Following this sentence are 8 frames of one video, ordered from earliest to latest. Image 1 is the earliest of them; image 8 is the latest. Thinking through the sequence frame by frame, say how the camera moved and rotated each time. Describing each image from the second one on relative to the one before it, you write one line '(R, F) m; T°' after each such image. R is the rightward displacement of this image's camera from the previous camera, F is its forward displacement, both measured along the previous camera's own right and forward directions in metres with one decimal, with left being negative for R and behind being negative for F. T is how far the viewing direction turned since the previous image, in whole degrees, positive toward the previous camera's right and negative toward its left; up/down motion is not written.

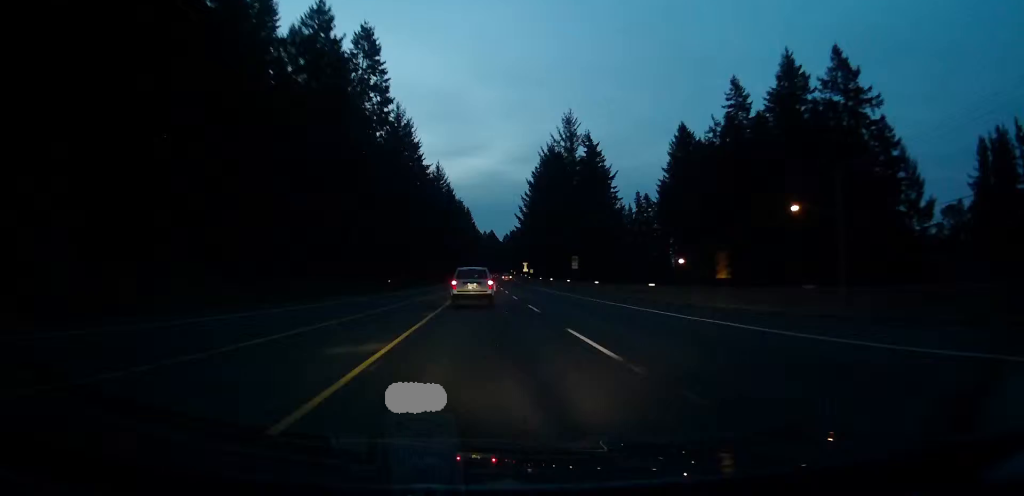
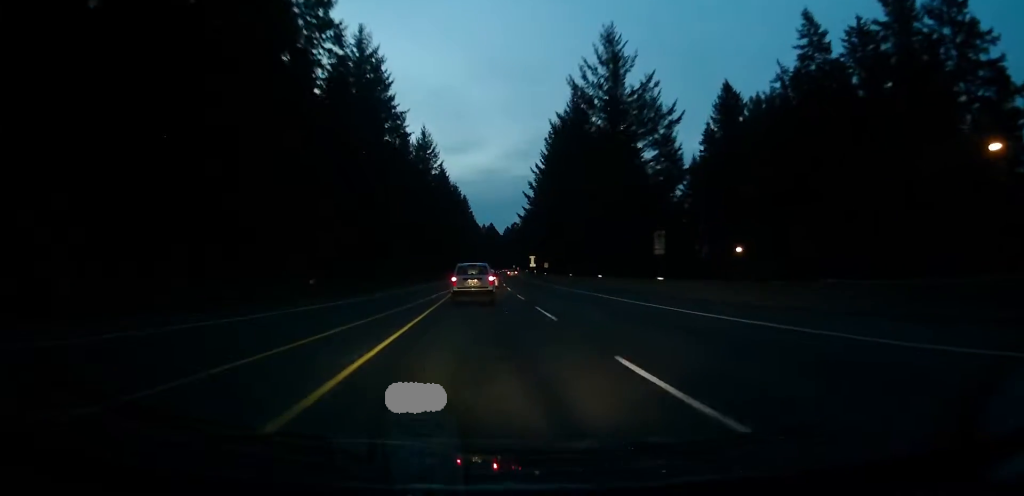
(+0.3, +31.5) m; +1°
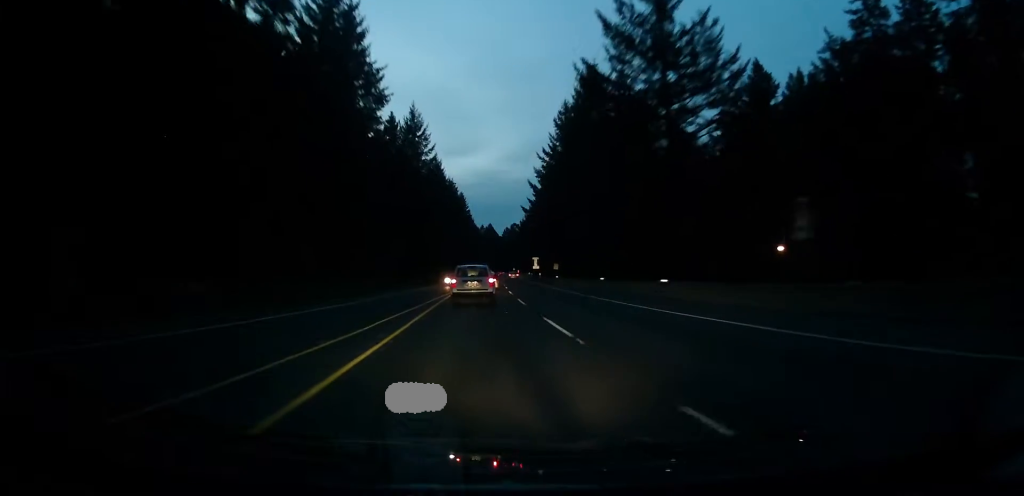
(+0.1, +16.2) m; 0°
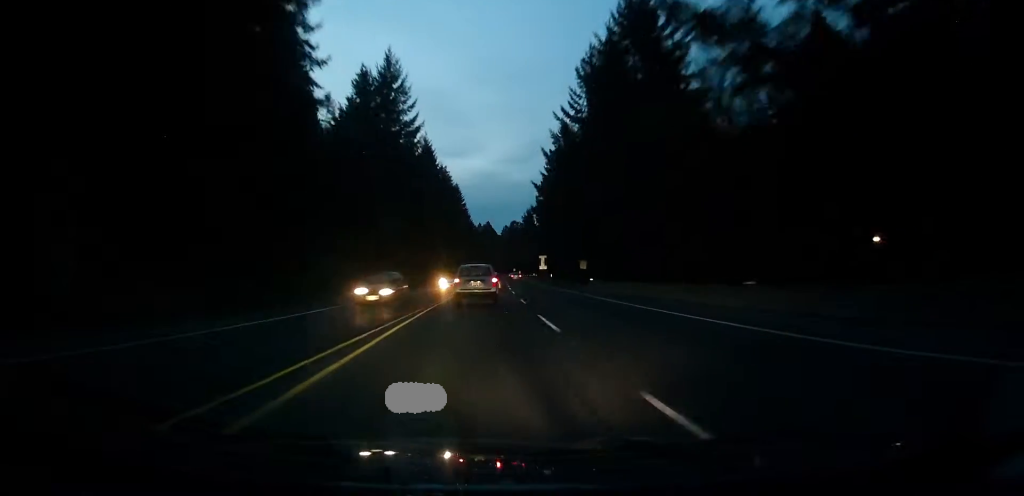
(0.0, +25.0) m; 0°
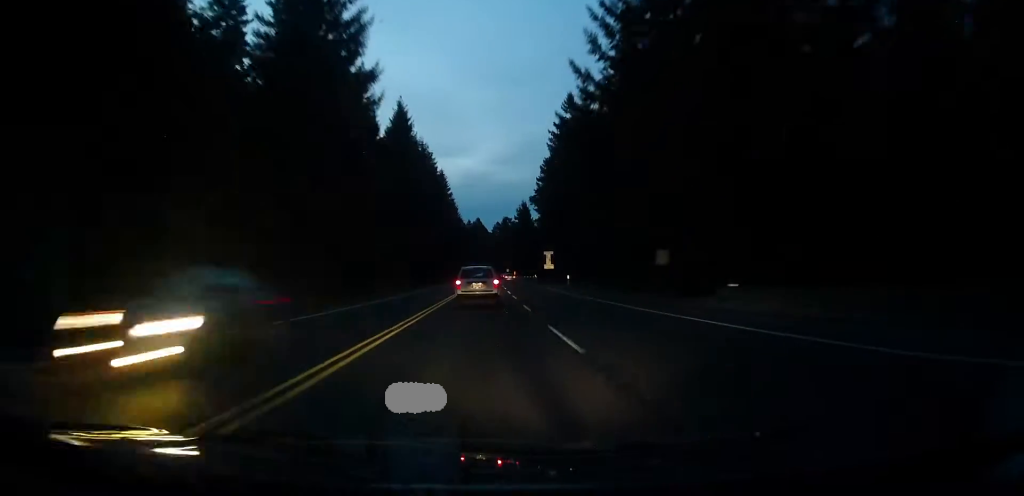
(0.0, +29.2) m; -1°
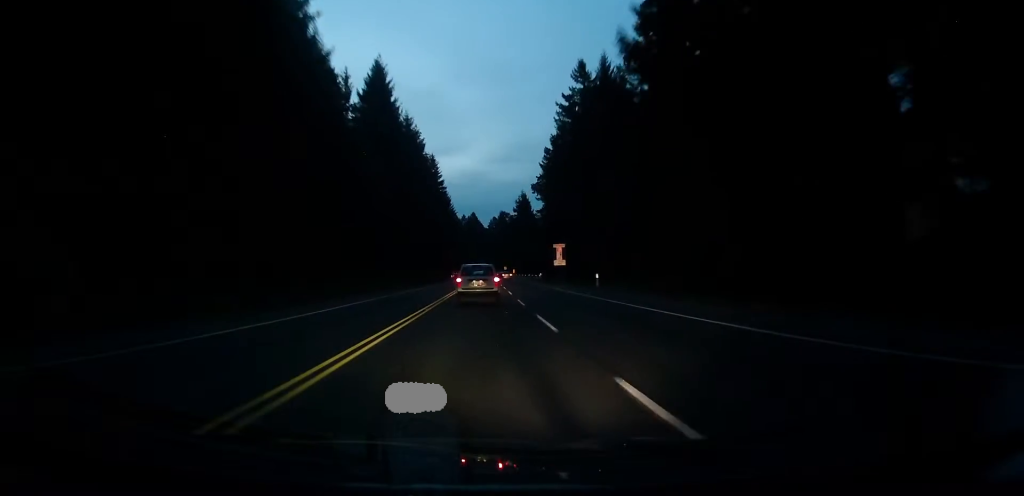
(-0.3, +19.7) m; 0°
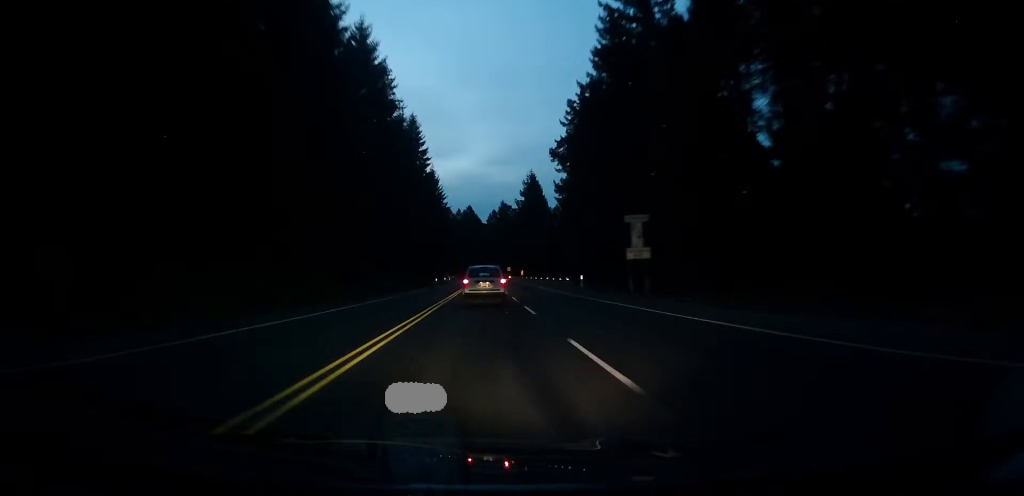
(+0.7, +42.2) m; +1°
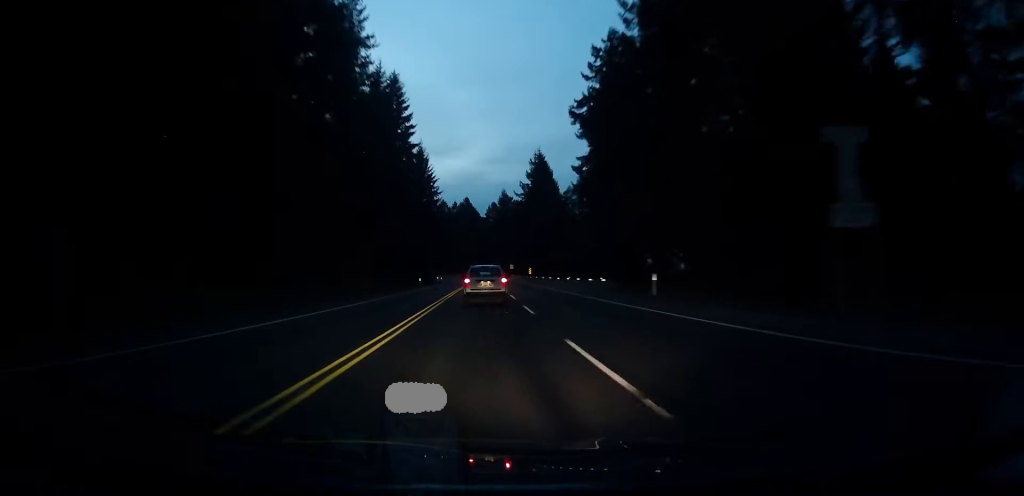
(0.0, +24.3) m; 0°
